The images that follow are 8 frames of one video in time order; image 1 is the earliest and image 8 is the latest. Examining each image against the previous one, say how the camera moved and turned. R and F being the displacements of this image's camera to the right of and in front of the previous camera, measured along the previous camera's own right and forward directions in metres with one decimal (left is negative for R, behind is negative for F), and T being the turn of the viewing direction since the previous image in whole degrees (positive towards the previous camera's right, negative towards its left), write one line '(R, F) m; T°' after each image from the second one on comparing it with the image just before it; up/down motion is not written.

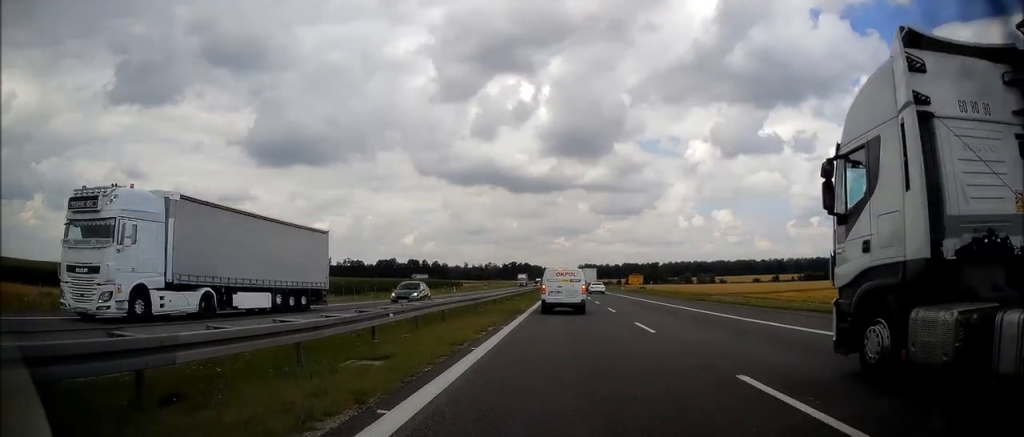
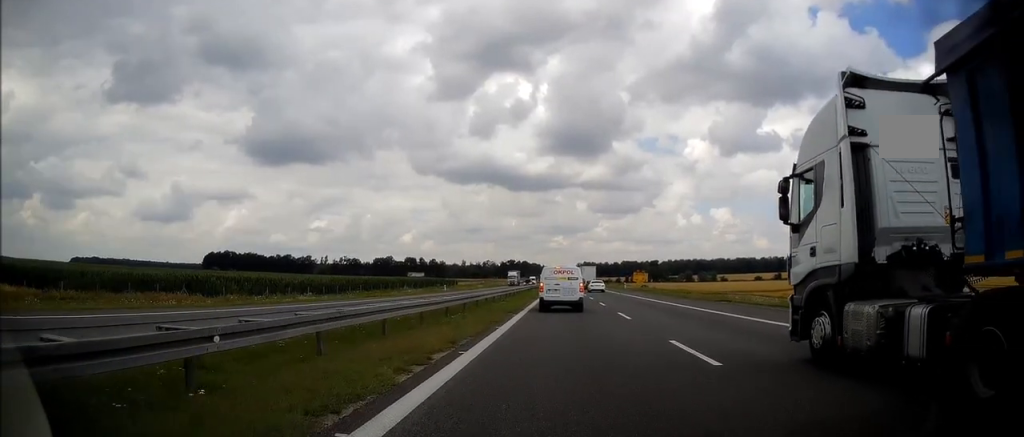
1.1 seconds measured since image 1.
(+0.4, +6.8) m; +3°
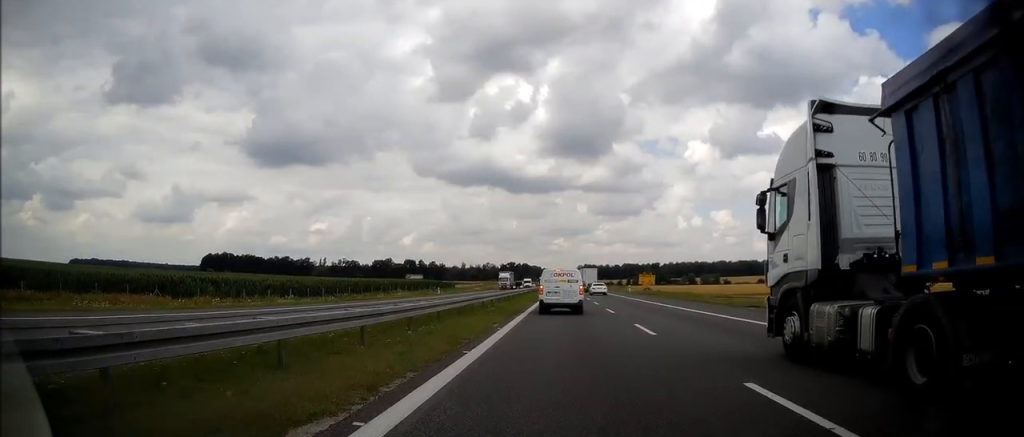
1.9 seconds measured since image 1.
(0.0, +5.4) m; -3°
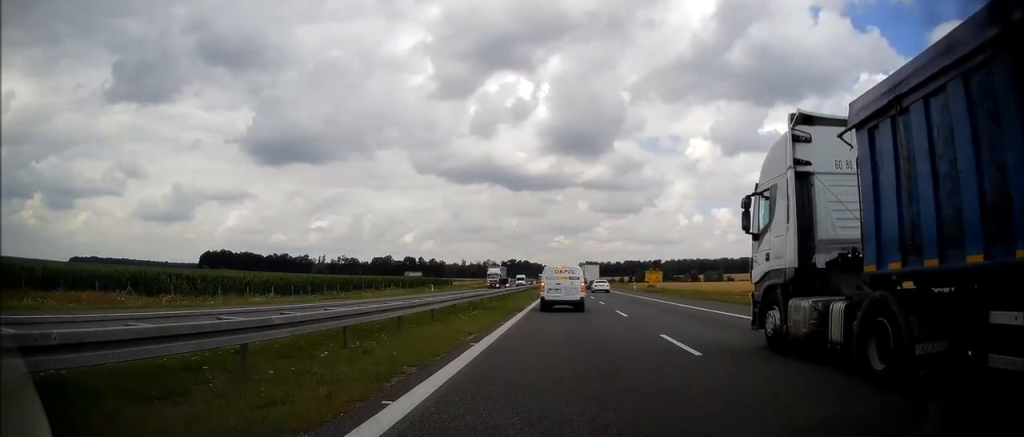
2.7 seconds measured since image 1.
(-0.4, +5.0) m; 0°
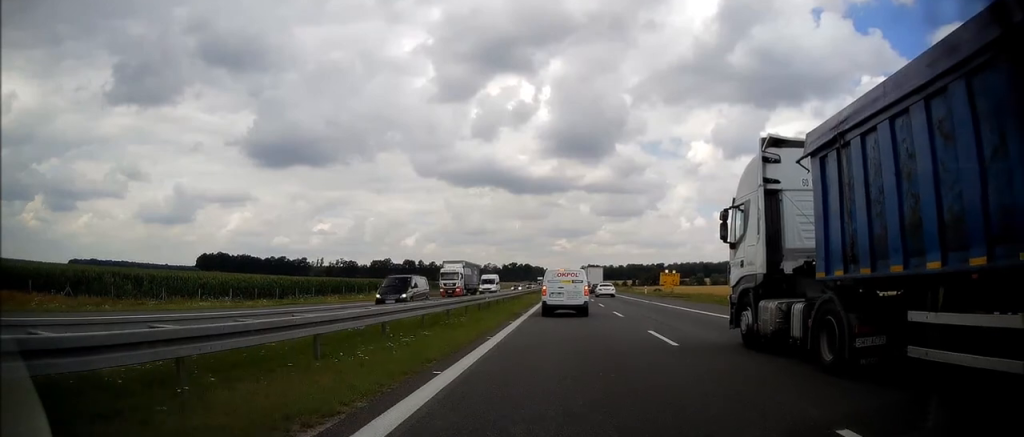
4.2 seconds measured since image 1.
(+0.2, +9.3) m; 0°
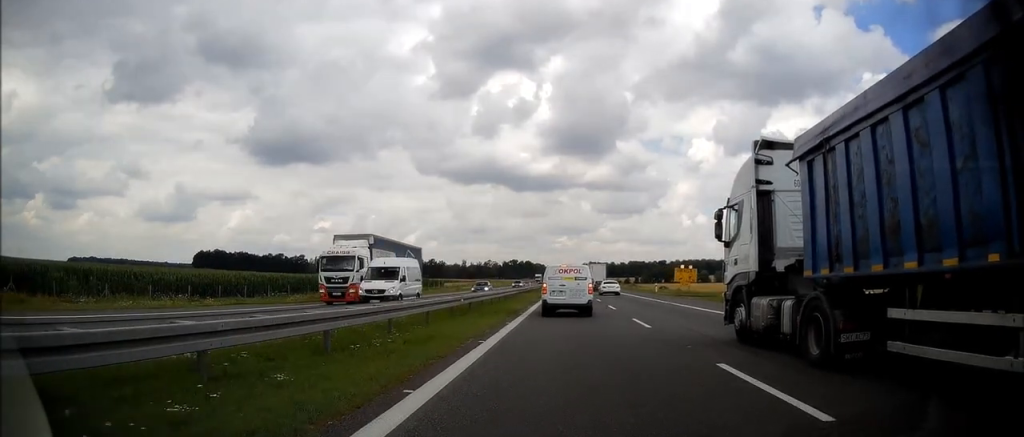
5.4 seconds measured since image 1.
(0.0, +7.0) m; 0°
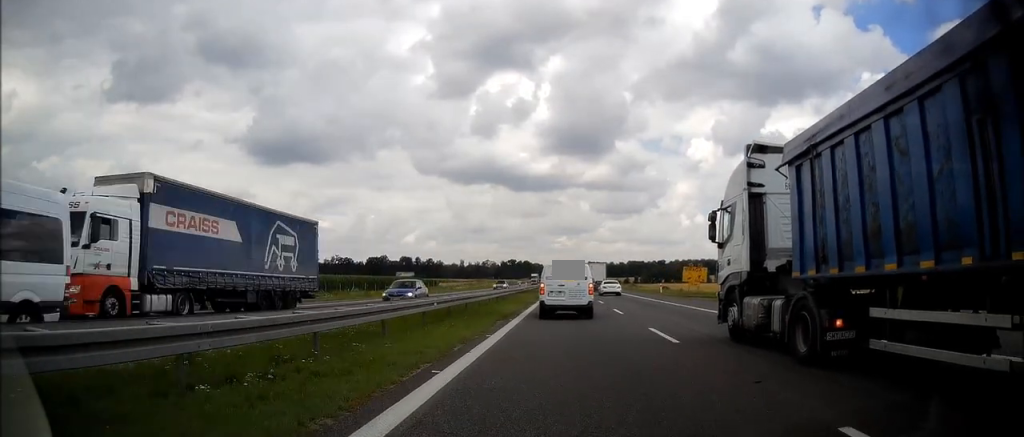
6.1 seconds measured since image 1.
(+0.1, +4.2) m; +1°
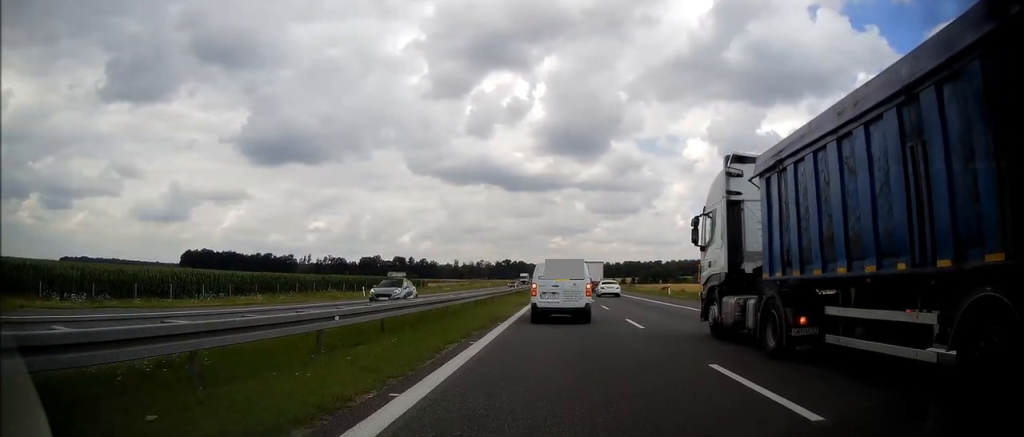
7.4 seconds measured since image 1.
(+0.1, +7.4) m; +2°
